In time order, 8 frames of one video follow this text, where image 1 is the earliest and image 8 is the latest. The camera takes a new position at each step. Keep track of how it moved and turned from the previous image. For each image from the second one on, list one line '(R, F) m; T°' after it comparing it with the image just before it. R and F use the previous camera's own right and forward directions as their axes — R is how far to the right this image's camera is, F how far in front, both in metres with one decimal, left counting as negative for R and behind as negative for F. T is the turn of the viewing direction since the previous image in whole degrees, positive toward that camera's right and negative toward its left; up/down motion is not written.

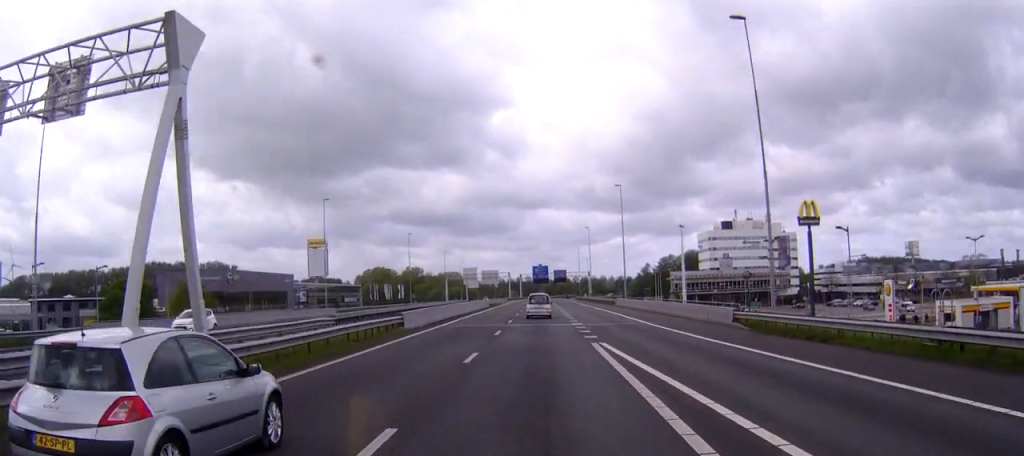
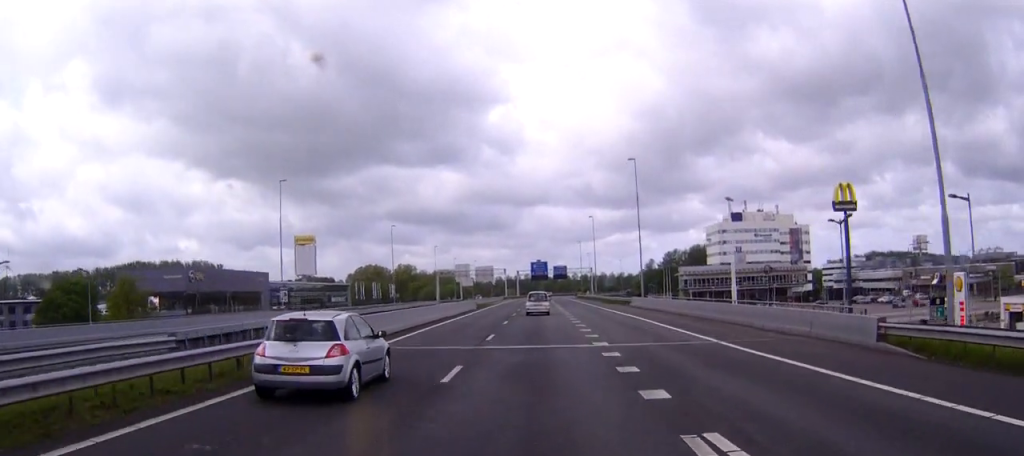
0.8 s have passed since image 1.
(0.0, +13.8) m; 0°
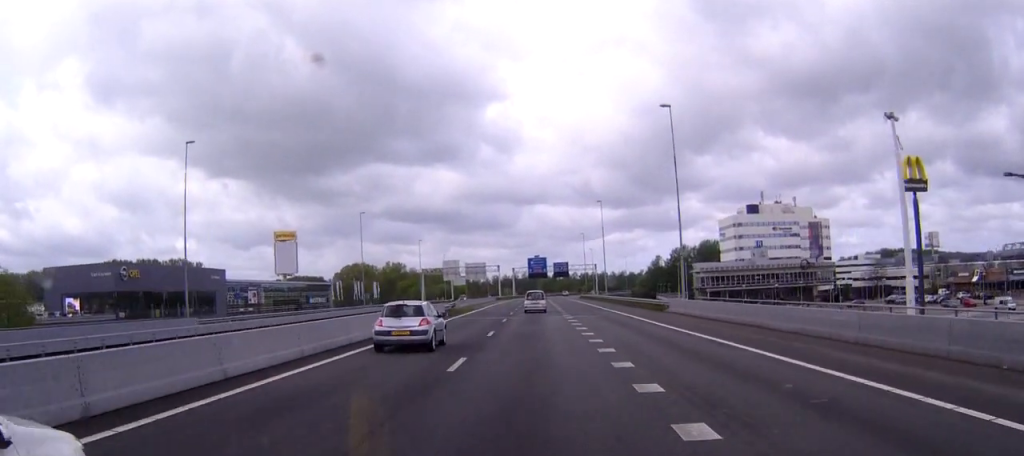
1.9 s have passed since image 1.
(+0.1, +20.7) m; 0°
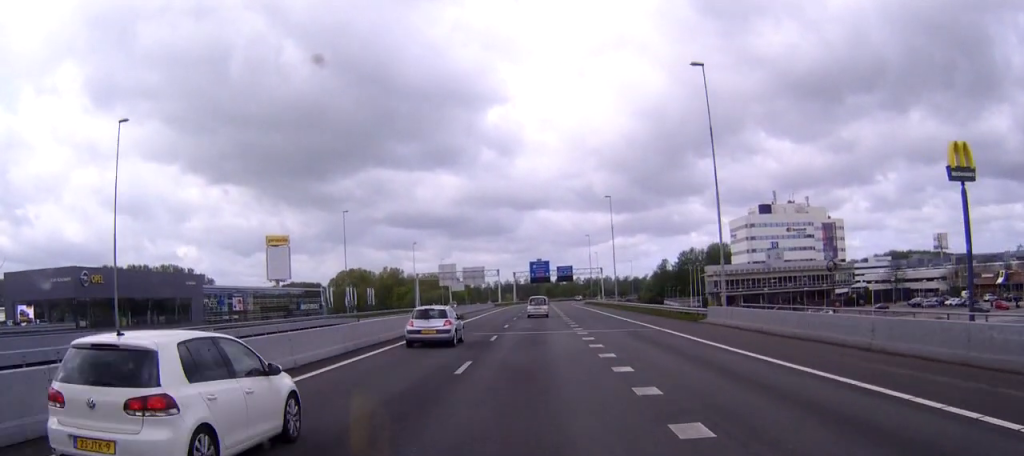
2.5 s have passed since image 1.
(0.0, +10.6) m; 0°
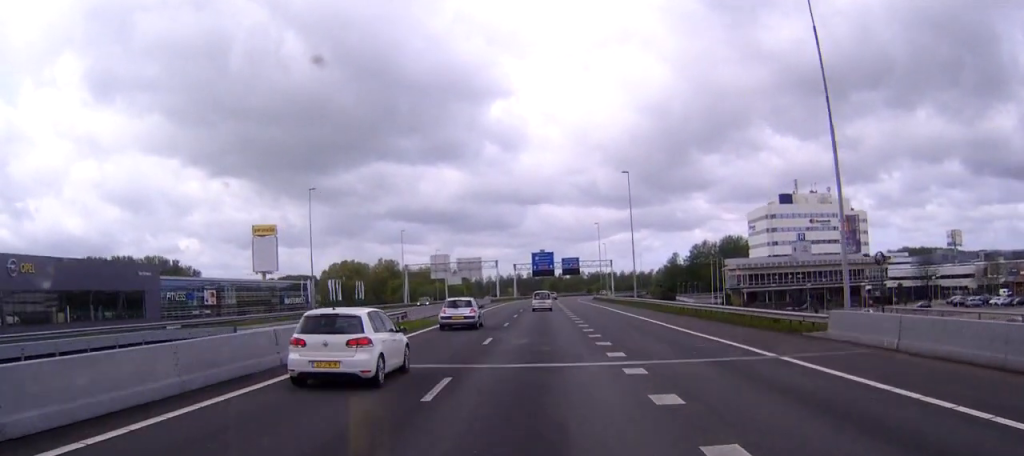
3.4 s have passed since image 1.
(0.0, +16.8) m; 0°
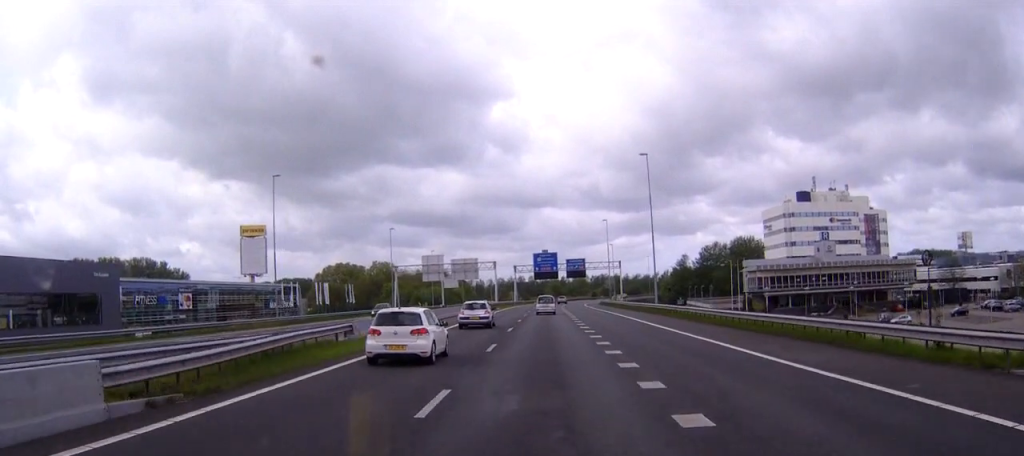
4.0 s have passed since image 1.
(0.0, +13.1) m; 0°
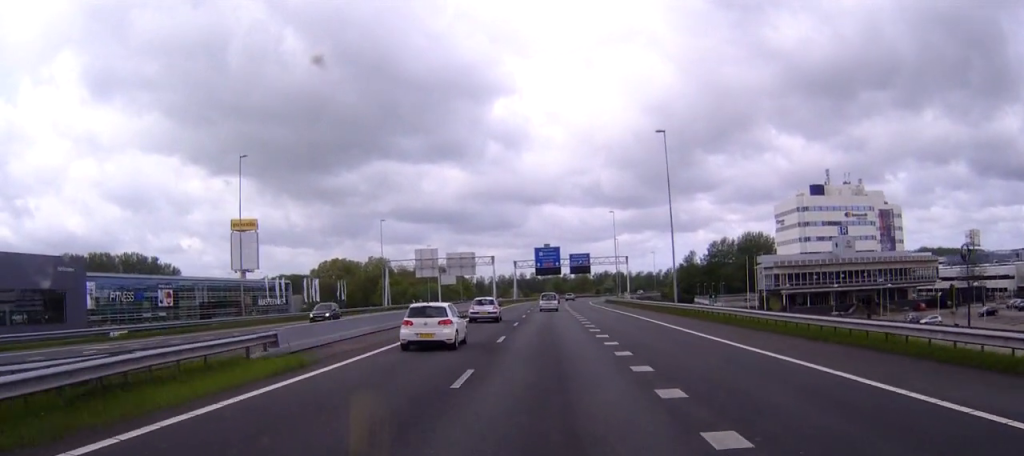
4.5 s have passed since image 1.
(0.0, +9.2) m; 0°
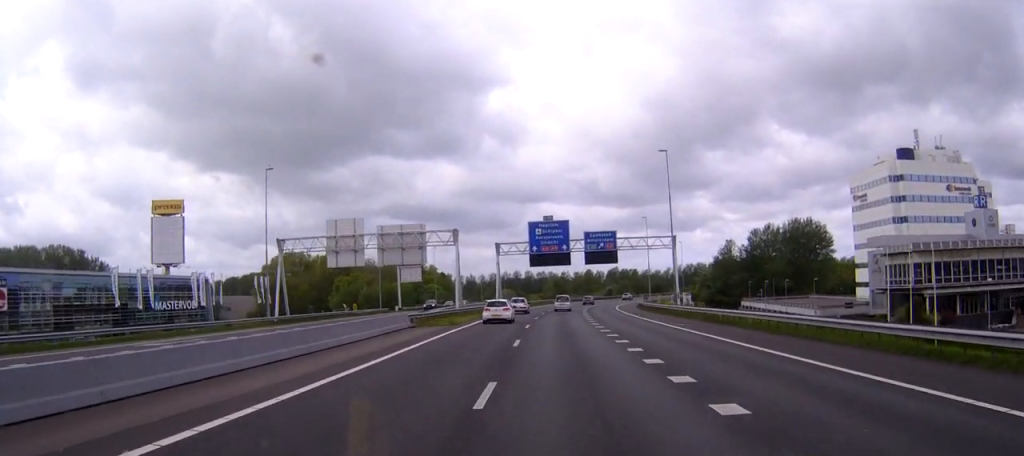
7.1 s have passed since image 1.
(0.0, +52.1) m; 0°
